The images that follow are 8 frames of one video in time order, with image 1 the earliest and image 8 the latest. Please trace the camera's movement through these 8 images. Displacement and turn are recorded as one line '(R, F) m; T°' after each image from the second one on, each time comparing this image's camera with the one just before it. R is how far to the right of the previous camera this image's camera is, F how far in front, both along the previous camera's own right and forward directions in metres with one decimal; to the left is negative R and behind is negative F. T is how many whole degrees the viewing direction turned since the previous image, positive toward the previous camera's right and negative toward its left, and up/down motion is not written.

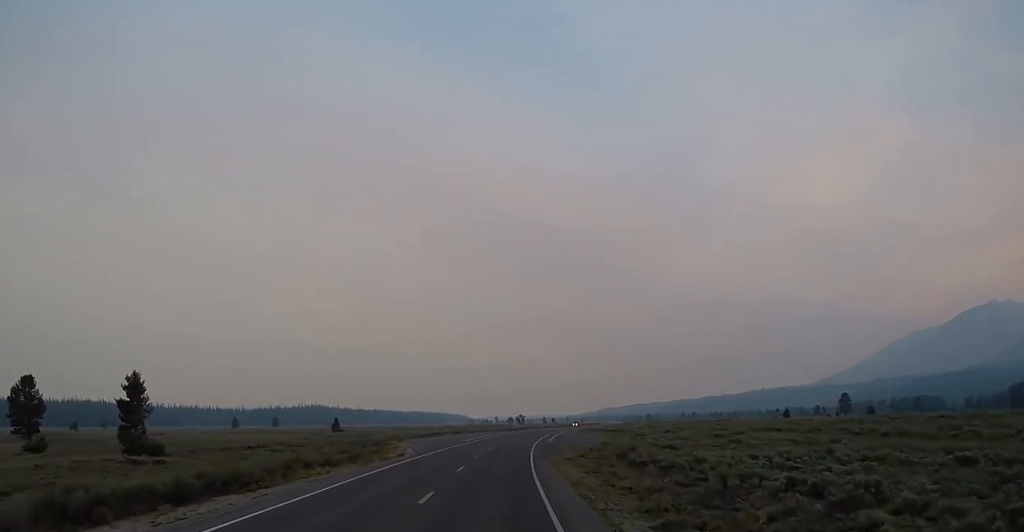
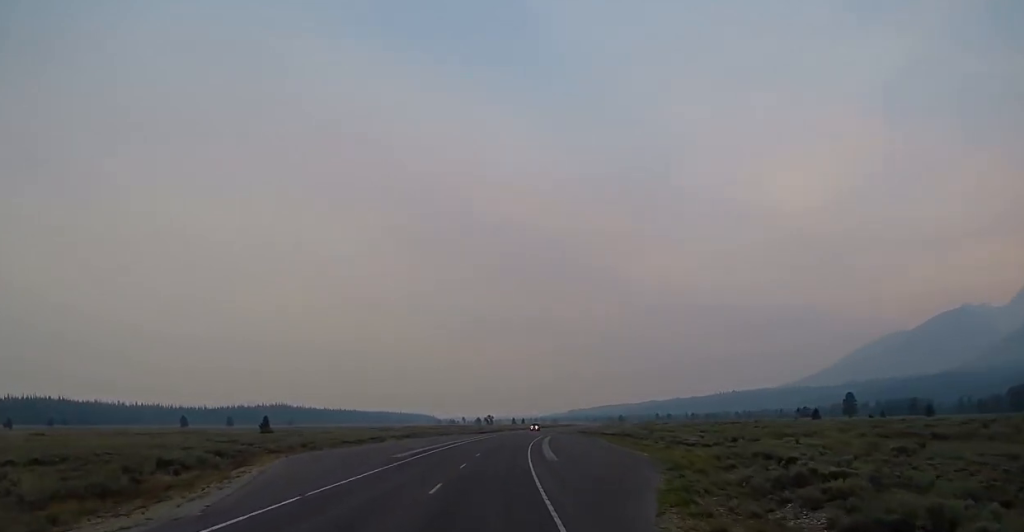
(0.0, +34.4) m; +3°
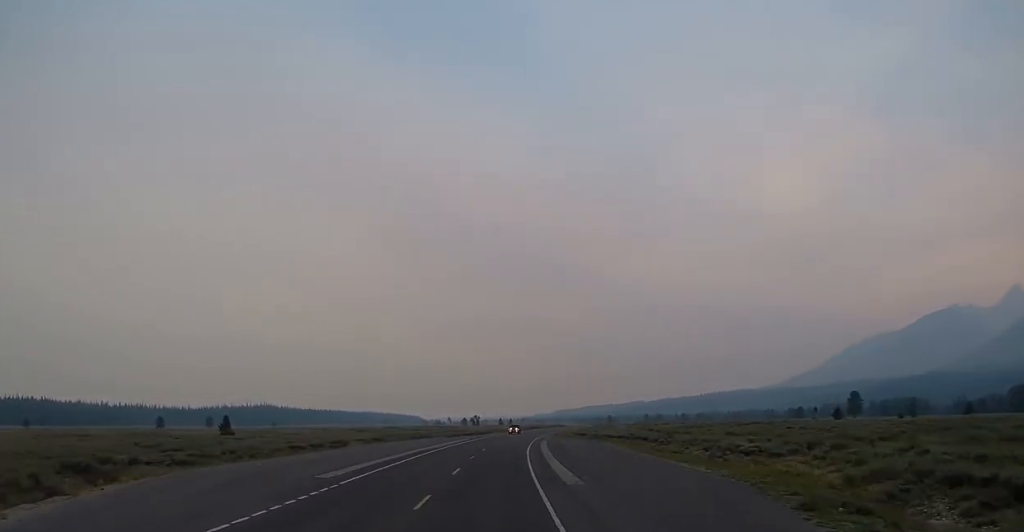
(+0.7, +15.1) m; +2°
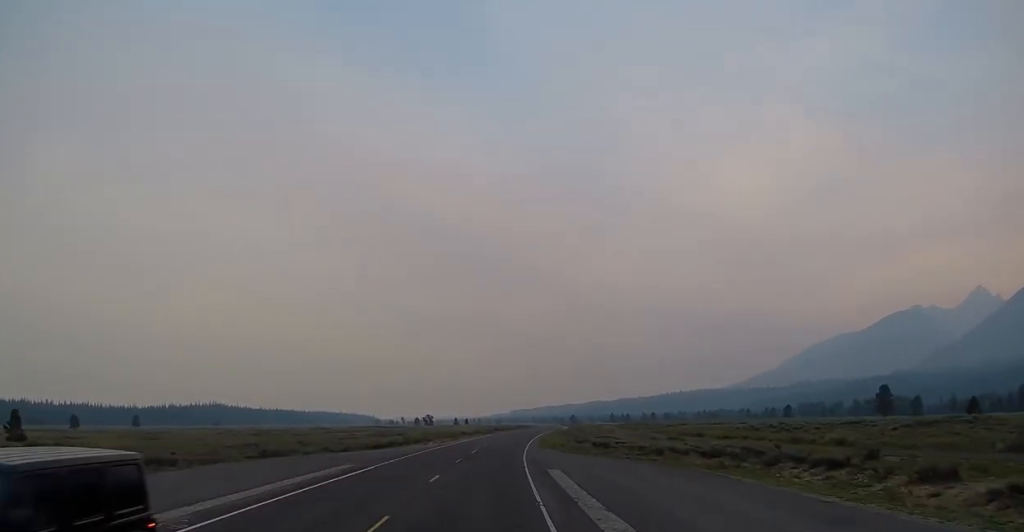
(+1.9, +53.8) m; +3°
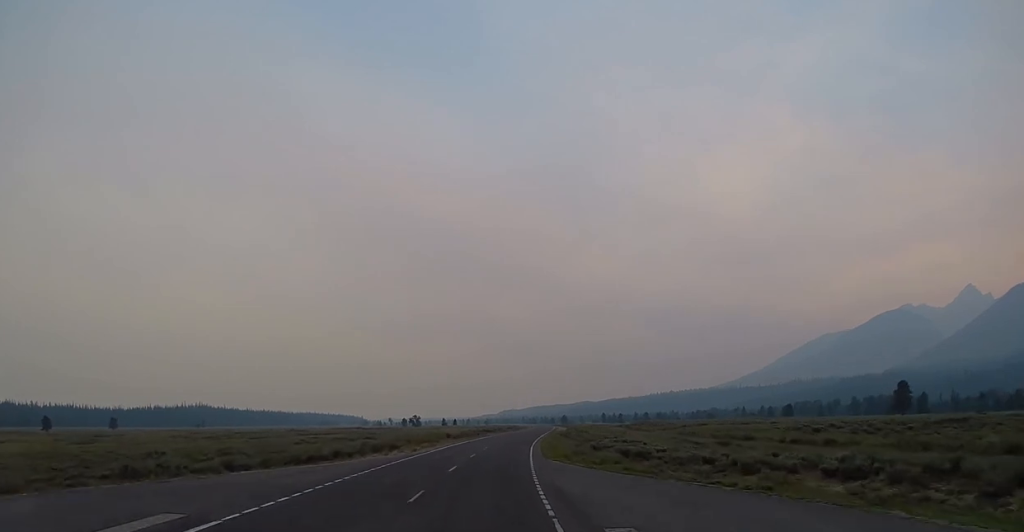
(0.0, +18.2) m; +1°
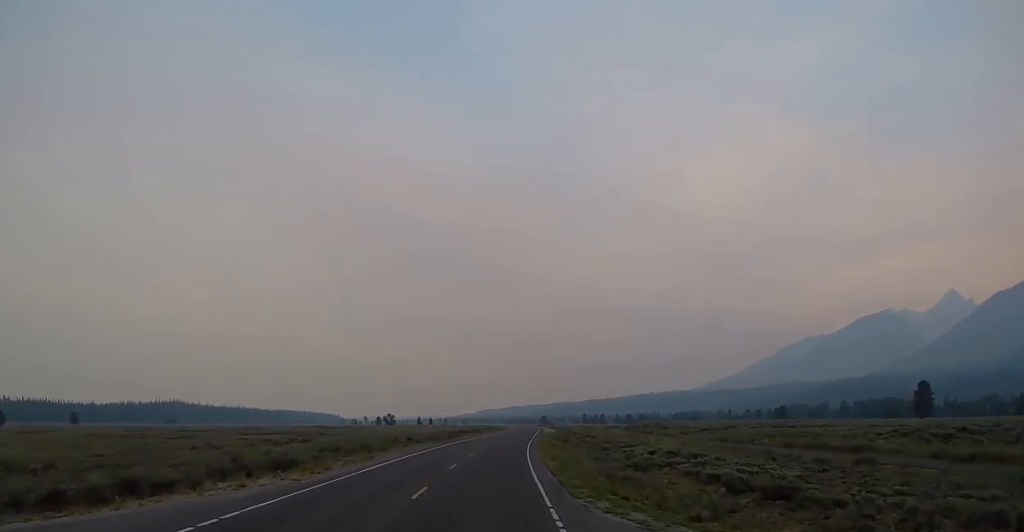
(+0.3, +22.8) m; +2°
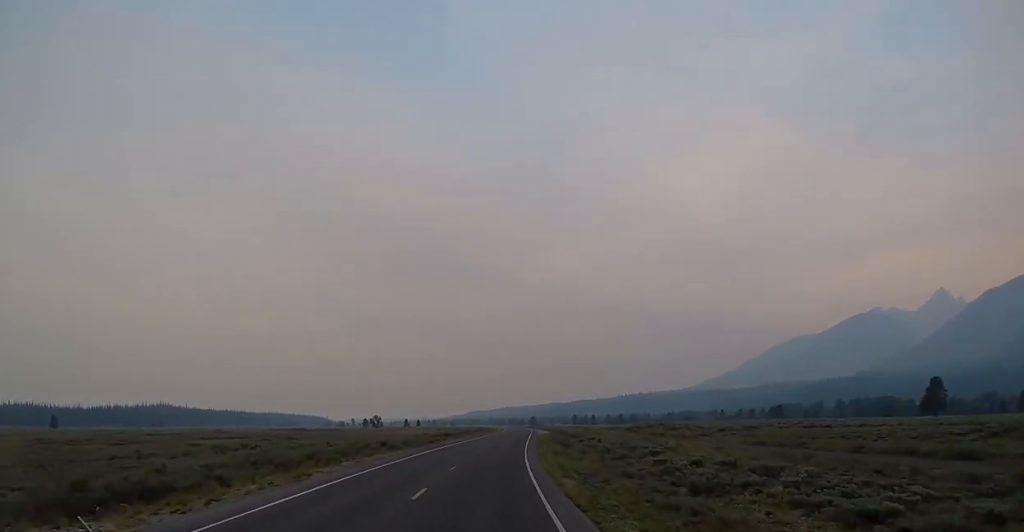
(0.0, +11.3) m; +2°
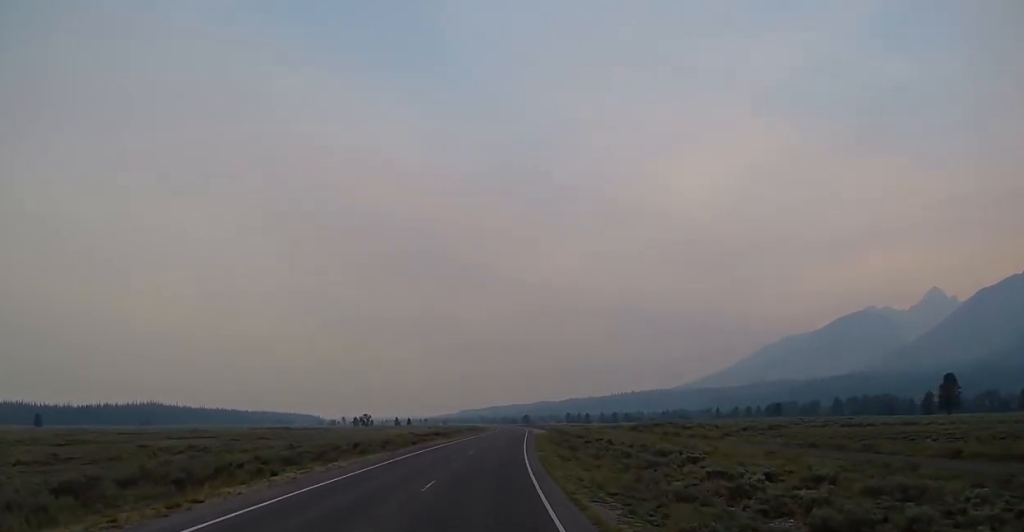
(+0.3, +10.0) m; +1°
